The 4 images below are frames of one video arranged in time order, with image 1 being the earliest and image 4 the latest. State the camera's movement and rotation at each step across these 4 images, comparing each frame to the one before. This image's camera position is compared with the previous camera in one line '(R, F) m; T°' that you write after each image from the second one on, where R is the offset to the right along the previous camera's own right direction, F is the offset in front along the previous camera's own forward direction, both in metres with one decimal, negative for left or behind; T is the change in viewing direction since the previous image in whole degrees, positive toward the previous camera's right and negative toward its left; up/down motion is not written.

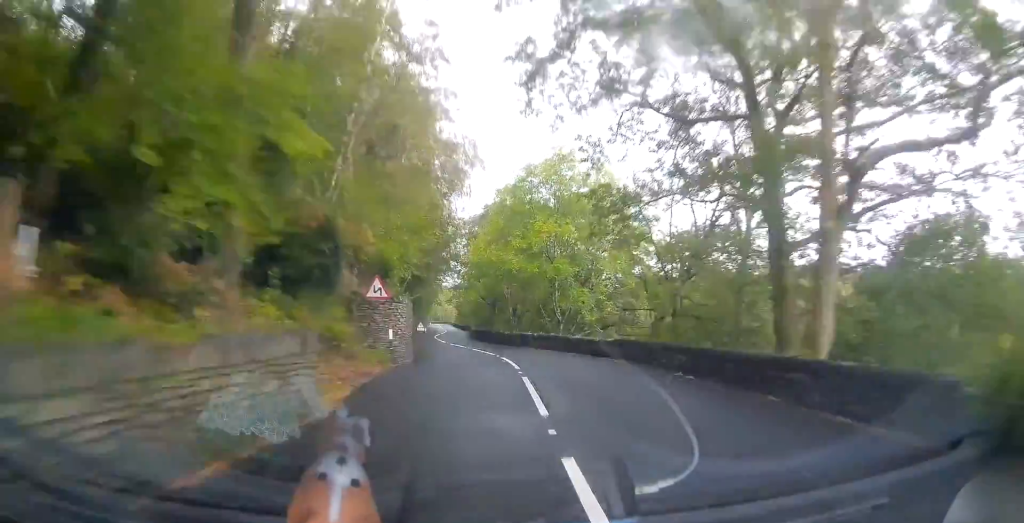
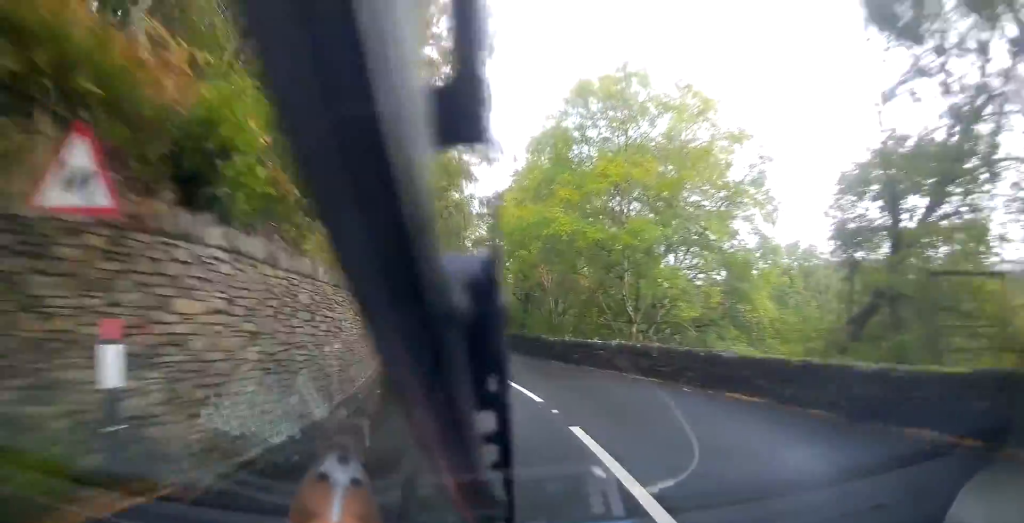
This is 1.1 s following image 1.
(-0.5, +16.1) m; -3°
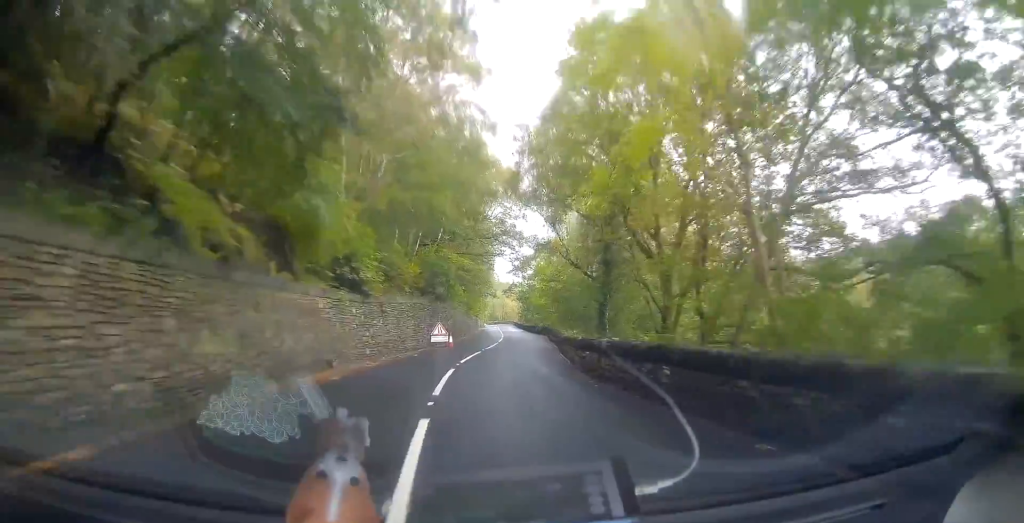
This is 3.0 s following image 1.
(-0.4, +26.9) m; -1°
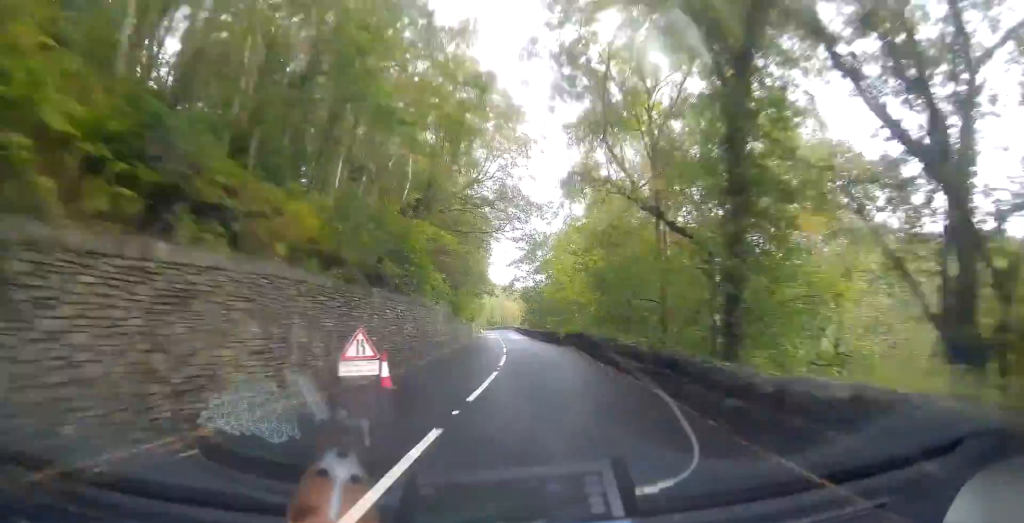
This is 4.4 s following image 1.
(0.0, +18.5) m; 0°
